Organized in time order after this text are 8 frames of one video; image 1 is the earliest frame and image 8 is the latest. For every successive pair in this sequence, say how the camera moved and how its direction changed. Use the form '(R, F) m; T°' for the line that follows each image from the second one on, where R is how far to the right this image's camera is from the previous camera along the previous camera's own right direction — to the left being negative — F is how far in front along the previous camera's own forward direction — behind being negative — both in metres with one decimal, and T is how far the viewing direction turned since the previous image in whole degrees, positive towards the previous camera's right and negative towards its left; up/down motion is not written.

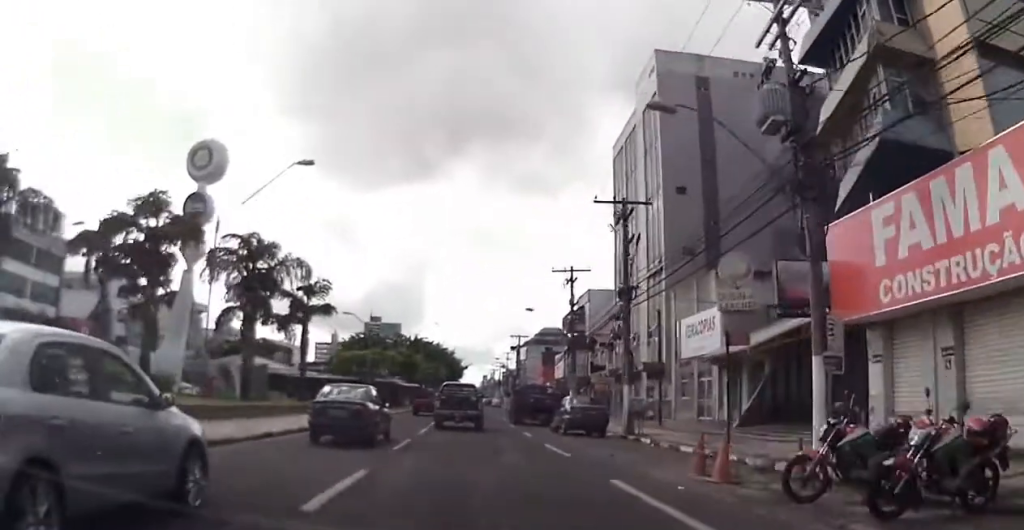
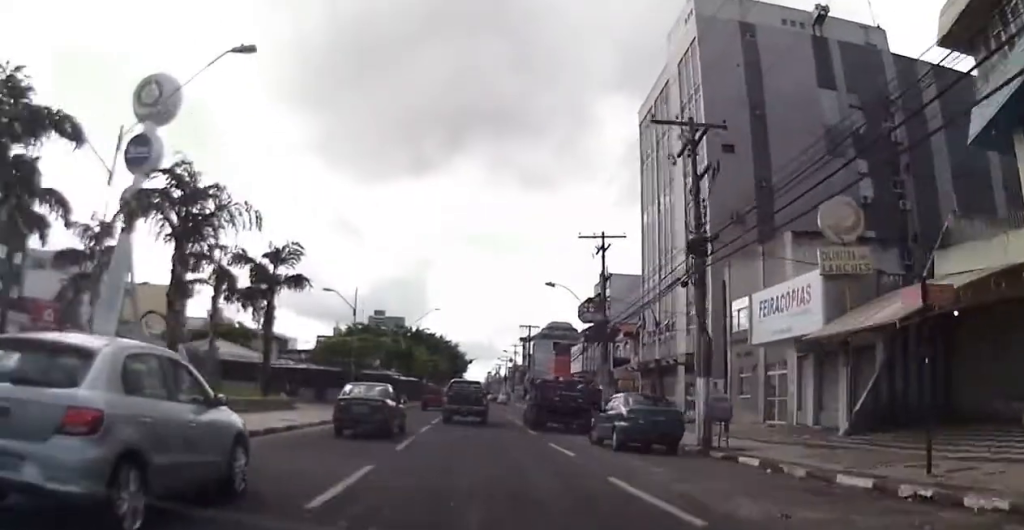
(0.0, +8.7) m; -2°
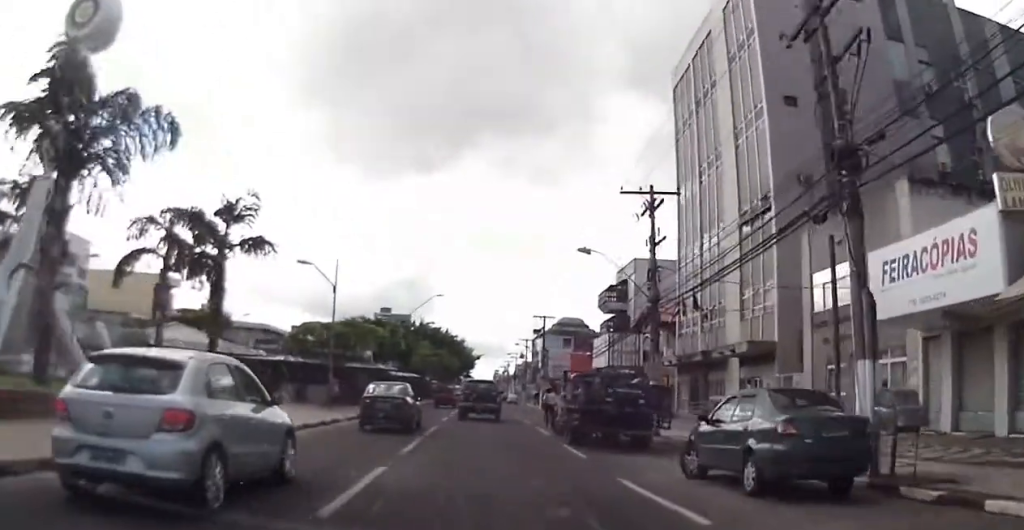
(-0.2, +7.9) m; -2°
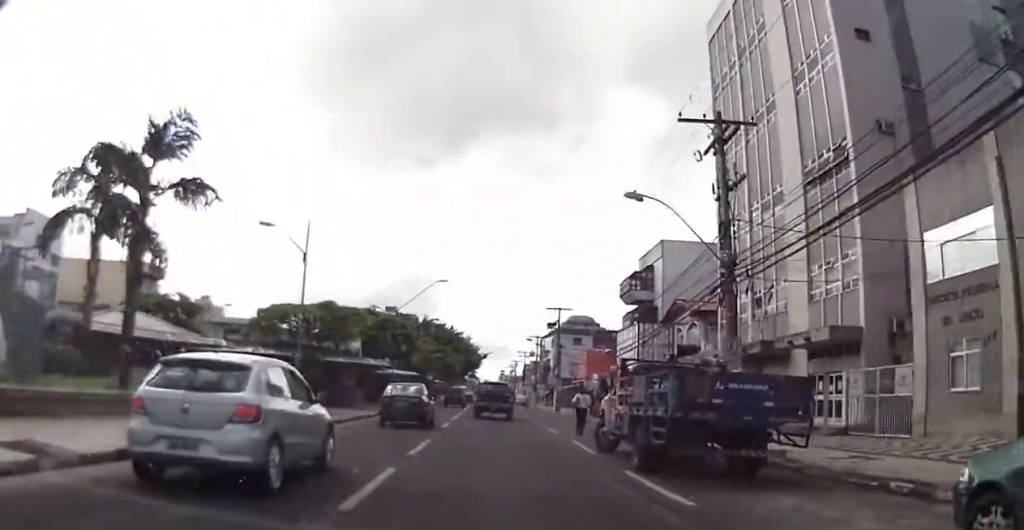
(0.0, +6.9) m; 0°
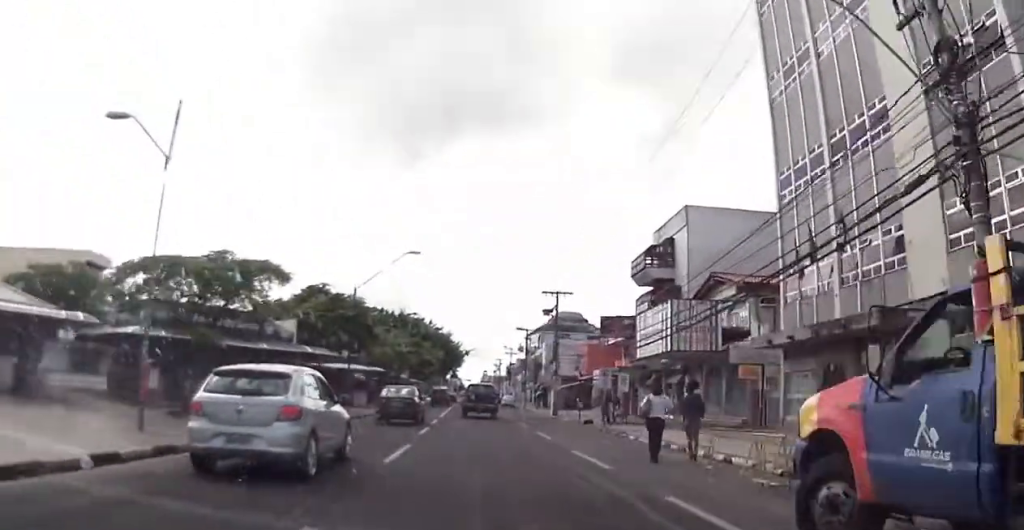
(0.0, +10.6) m; 0°
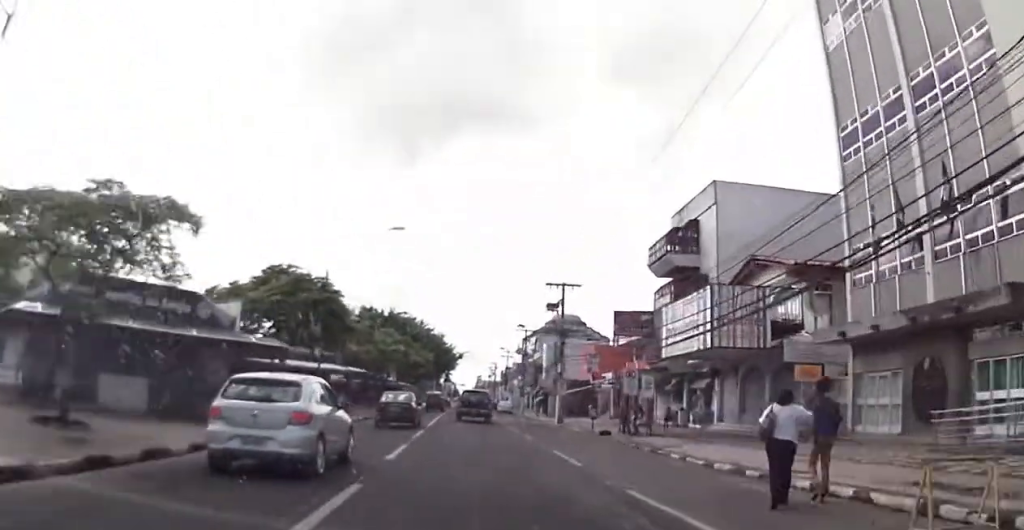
(0.0, +6.0) m; +2°
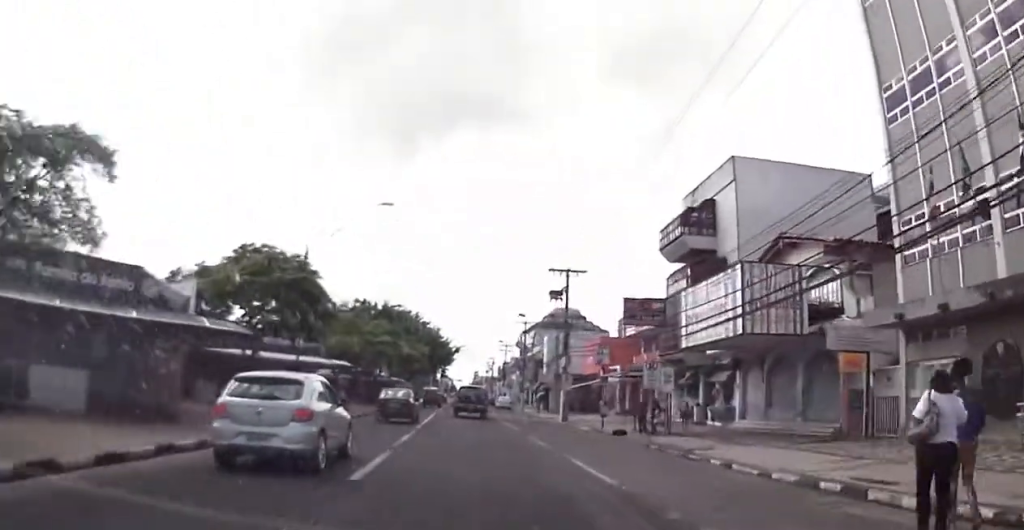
(-0.1, +3.3) m; +1°
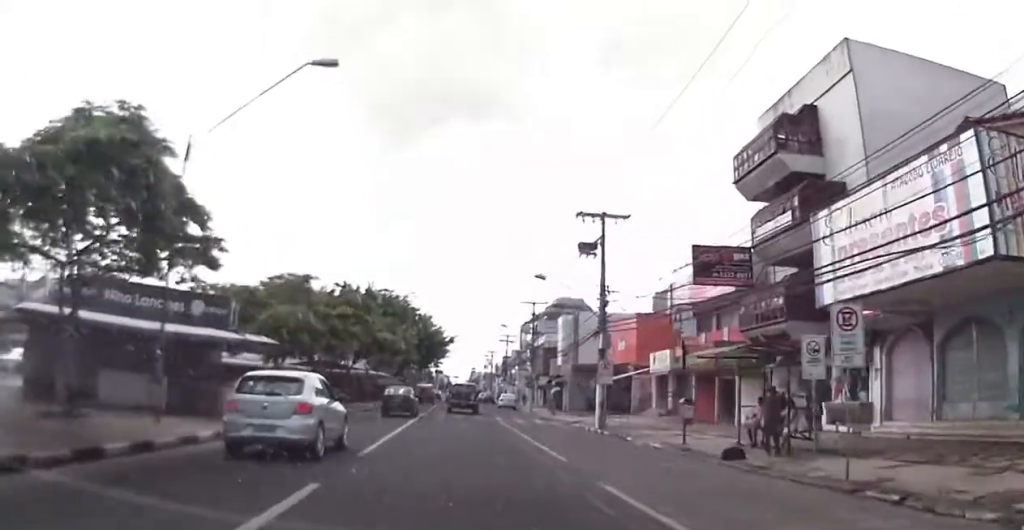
(+0.3, +12.5) m; -1°
